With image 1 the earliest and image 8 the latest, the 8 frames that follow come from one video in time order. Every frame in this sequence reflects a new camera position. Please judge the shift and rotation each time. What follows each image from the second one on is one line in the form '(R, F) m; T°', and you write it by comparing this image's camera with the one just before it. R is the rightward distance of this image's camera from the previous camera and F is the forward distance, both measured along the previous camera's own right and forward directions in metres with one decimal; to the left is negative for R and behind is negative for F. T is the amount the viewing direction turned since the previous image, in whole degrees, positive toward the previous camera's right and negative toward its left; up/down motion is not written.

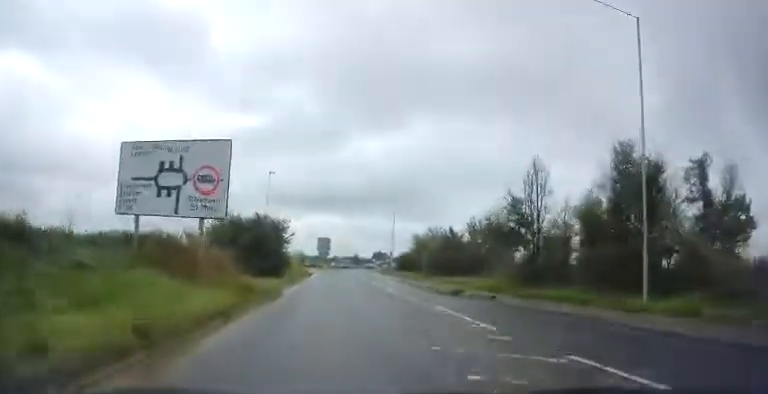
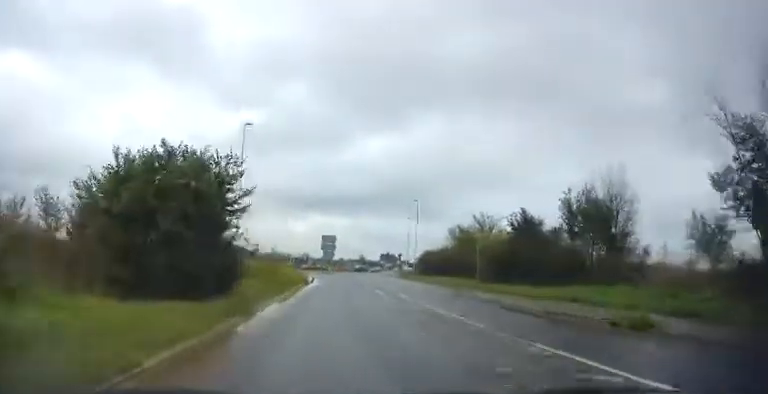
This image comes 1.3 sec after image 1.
(0.0, +16.5) m; -1°
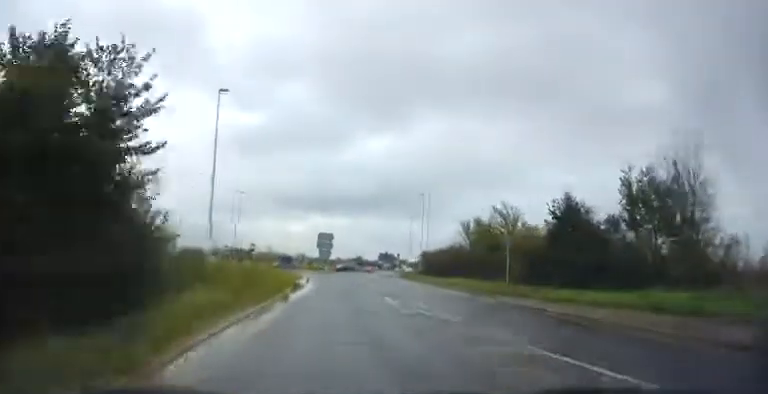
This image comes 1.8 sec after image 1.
(0.0, +6.2) m; 0°
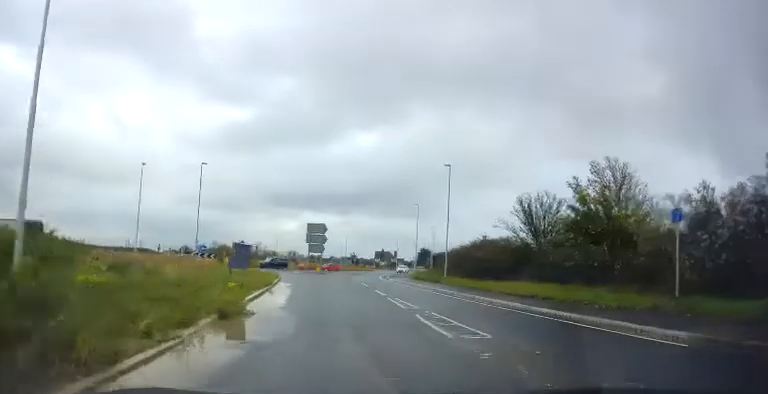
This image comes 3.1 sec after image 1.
(+0.1, +14.8) m; +2°
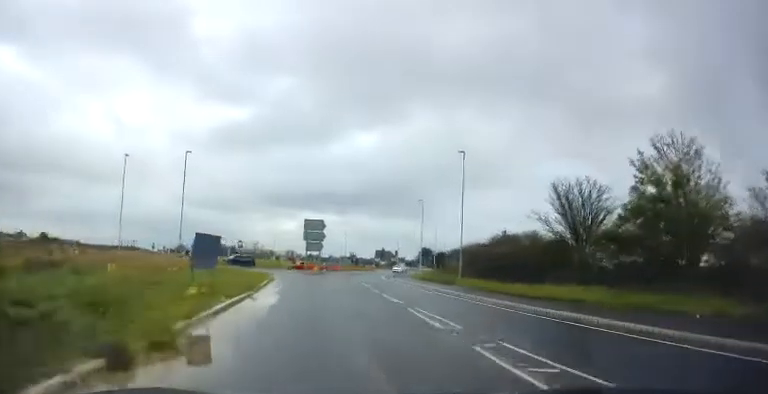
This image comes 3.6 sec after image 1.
(+0.2, +5.0) m; +1°
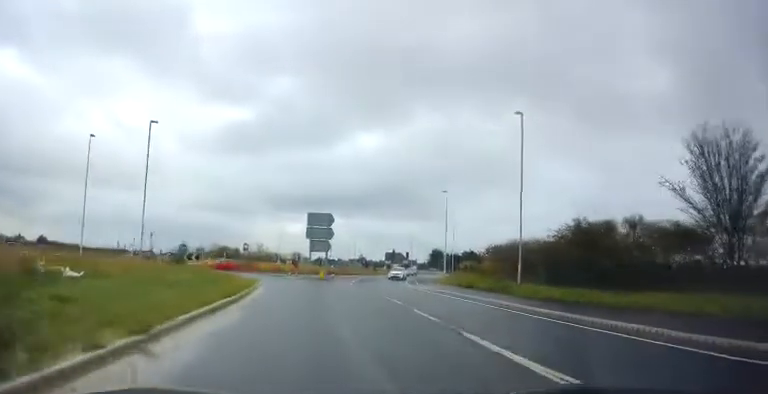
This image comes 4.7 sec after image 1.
(-0.1, +10.3) m; -2°
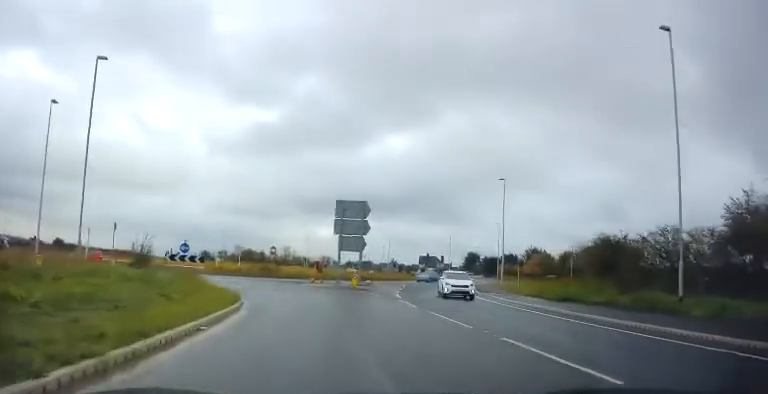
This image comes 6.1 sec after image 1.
(-0.8, +11.3) m; -7°
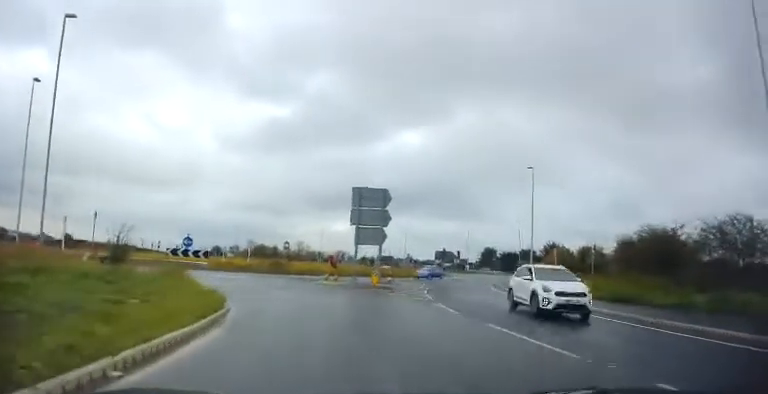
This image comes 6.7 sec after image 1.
(-0.3, +4.1) m; -1°
